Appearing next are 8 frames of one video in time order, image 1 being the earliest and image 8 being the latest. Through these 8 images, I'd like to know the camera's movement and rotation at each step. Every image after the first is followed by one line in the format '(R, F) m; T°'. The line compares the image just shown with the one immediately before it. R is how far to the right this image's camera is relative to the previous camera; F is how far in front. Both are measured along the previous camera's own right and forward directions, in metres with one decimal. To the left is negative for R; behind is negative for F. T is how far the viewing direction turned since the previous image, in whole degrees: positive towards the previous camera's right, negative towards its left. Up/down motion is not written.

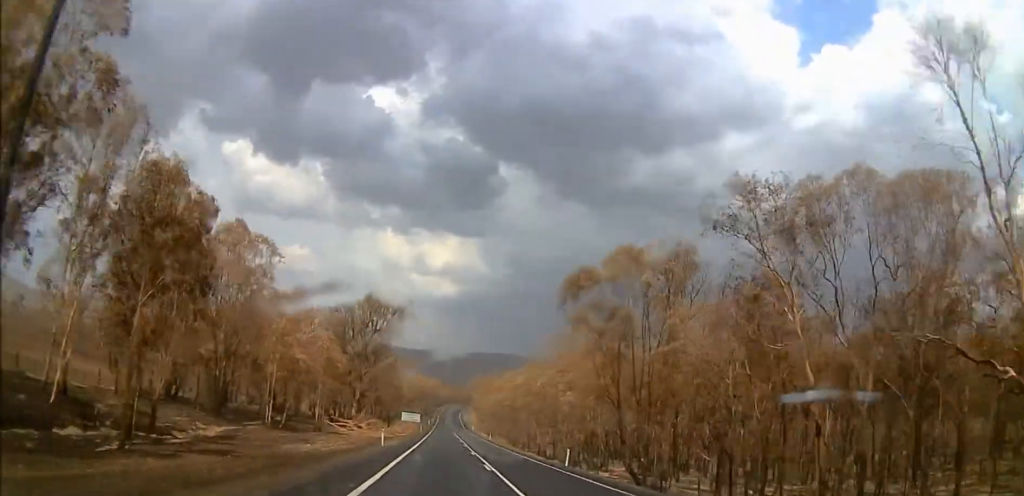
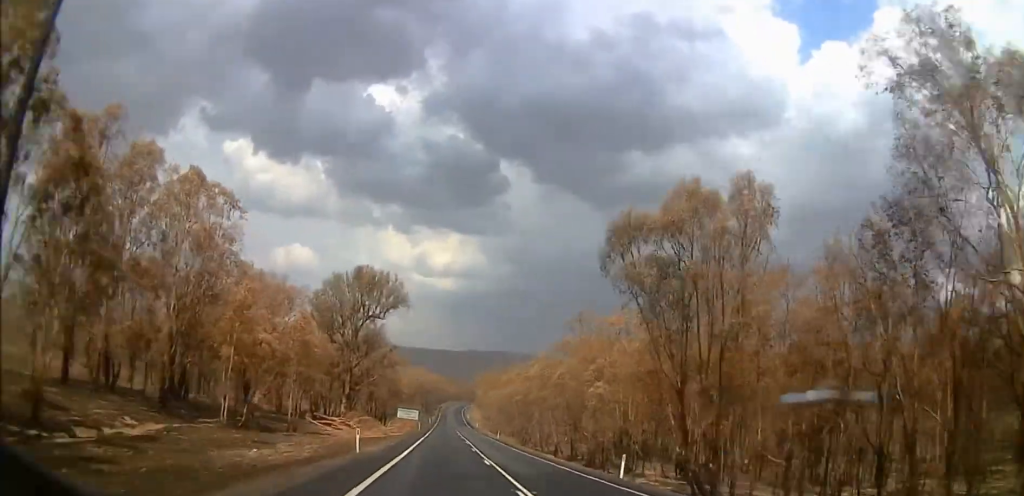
(+0.3, +11.1) m; +2°
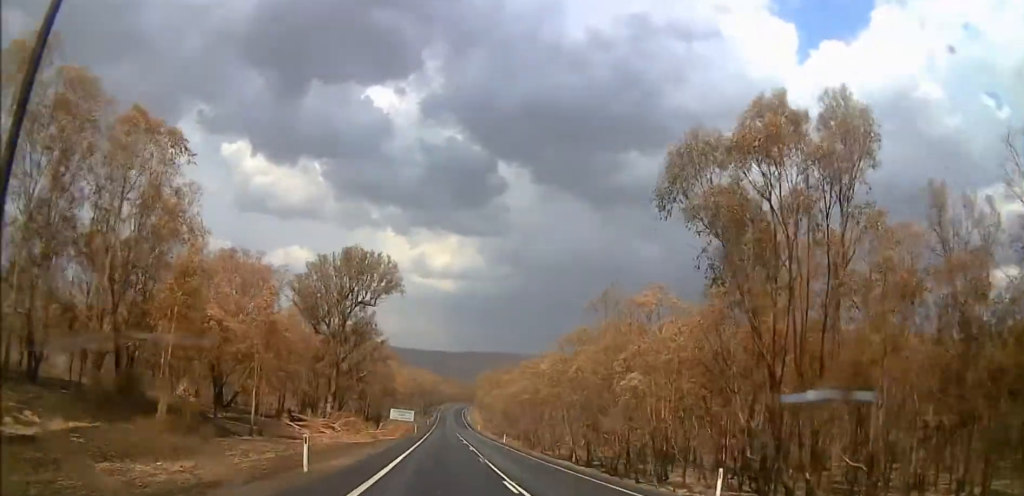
(0.0, +8.9) m; +1°
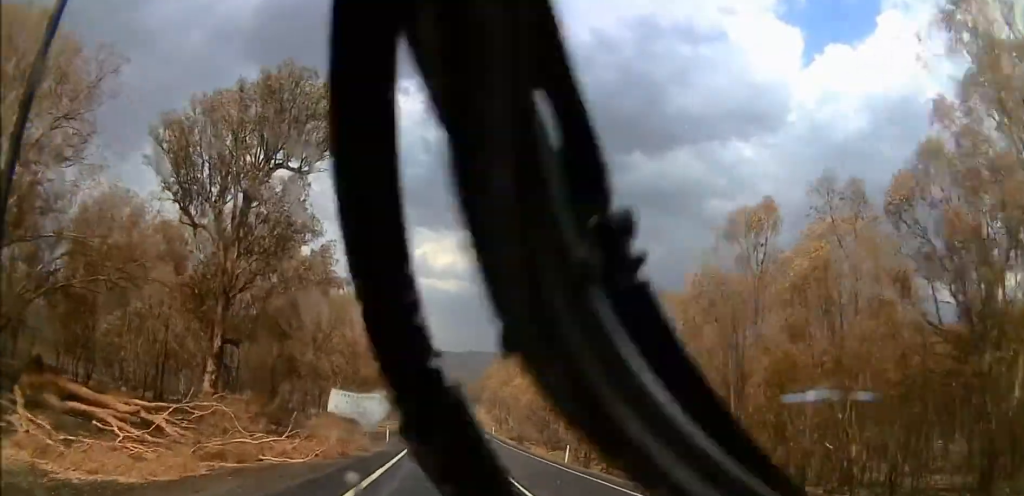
(-1.6, +26.9) m; -6°
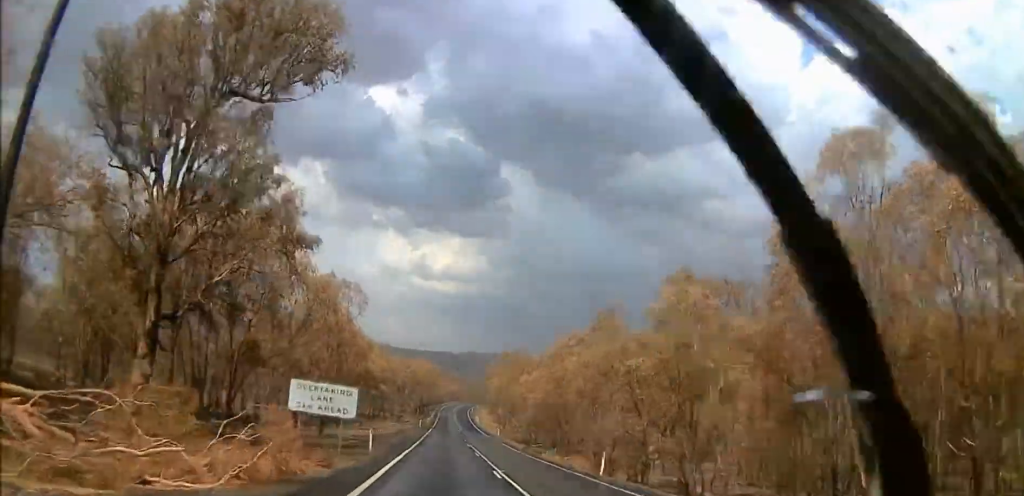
(-0.1, +10.8) m; 0°
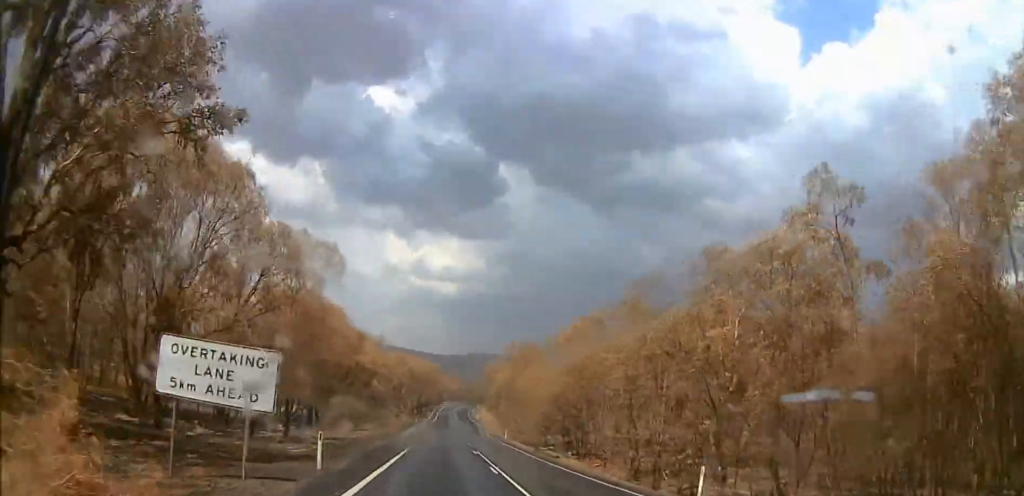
(0.0, +14.9) m; 0°
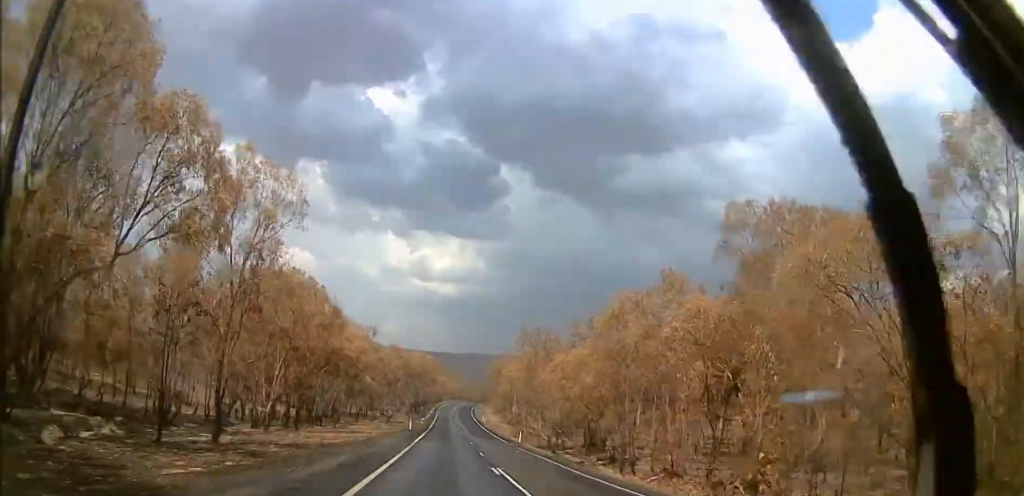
(0.0, +17.0) m; 0°
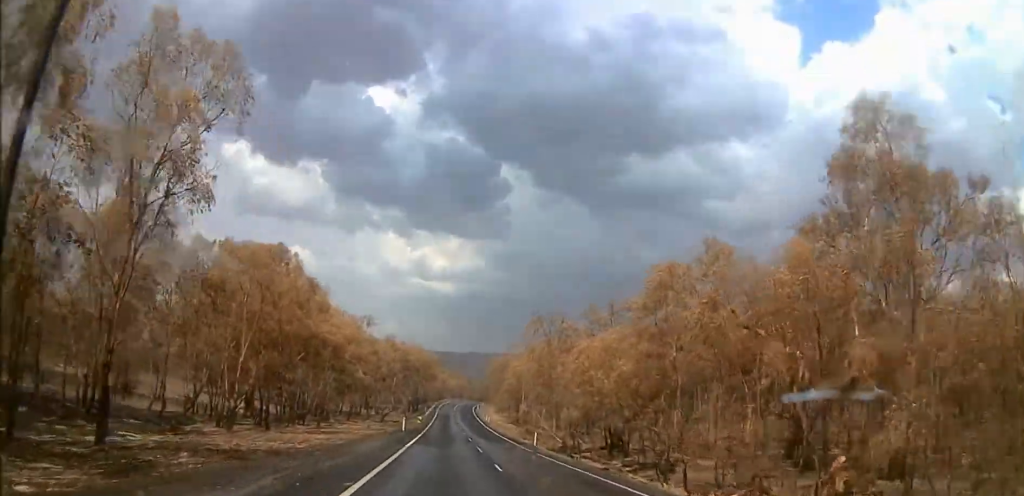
(0.0, +12.5) m; 0°
